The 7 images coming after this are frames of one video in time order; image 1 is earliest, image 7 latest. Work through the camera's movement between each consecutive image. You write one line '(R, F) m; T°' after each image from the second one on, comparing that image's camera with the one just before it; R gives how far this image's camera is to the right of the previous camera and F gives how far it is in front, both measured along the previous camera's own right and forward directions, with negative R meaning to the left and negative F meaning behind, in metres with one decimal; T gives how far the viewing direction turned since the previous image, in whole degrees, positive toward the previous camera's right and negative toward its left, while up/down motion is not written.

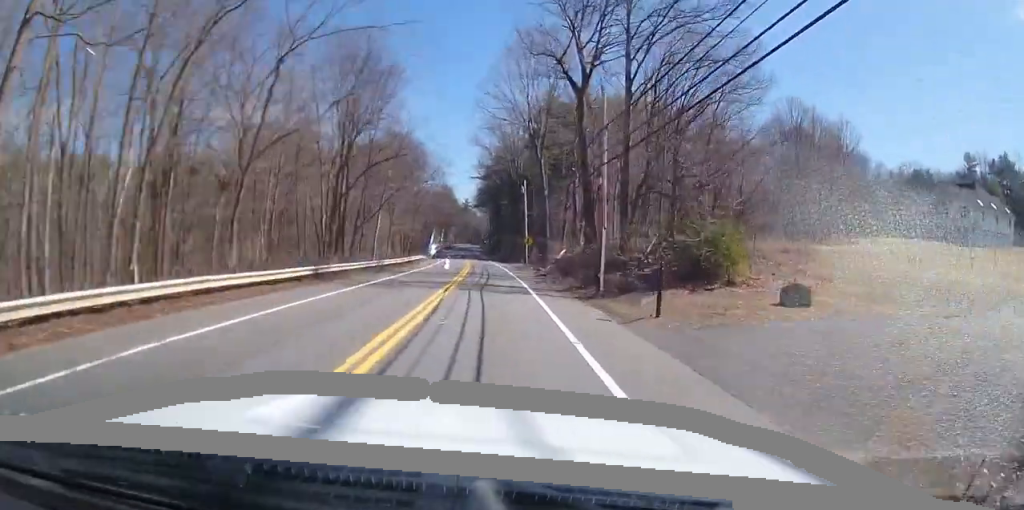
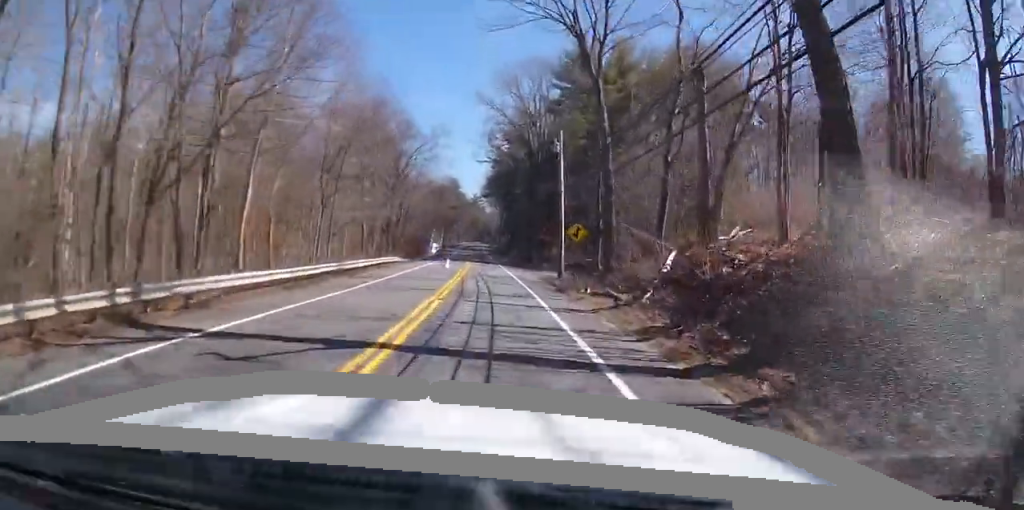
(-0.5, +28.4) m; -1°
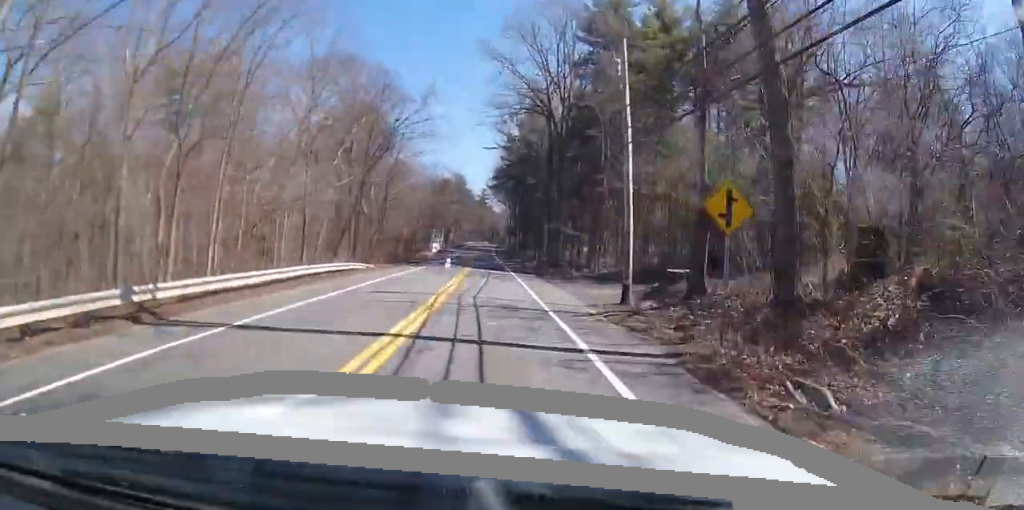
(0.0, +18.0) m; -1°
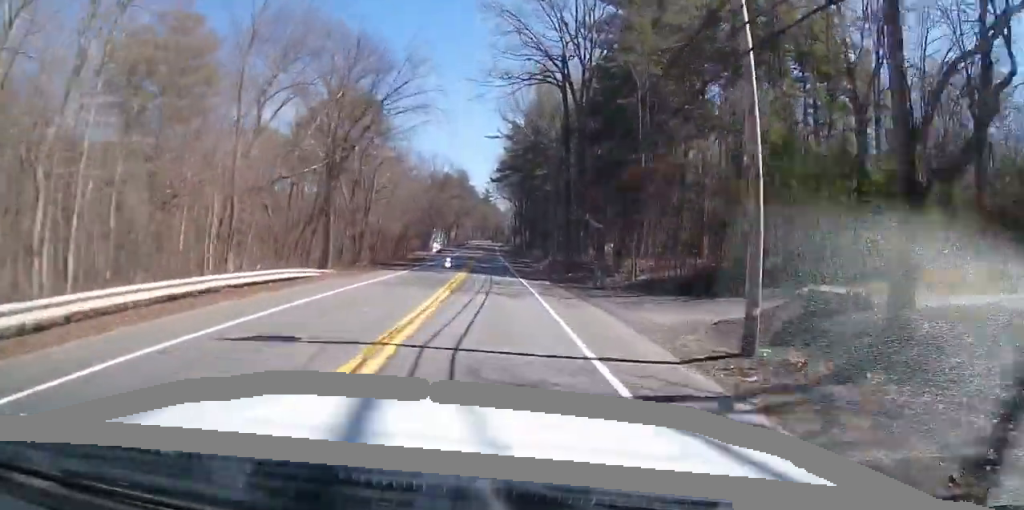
(-0.1, +10.4) m; -1°
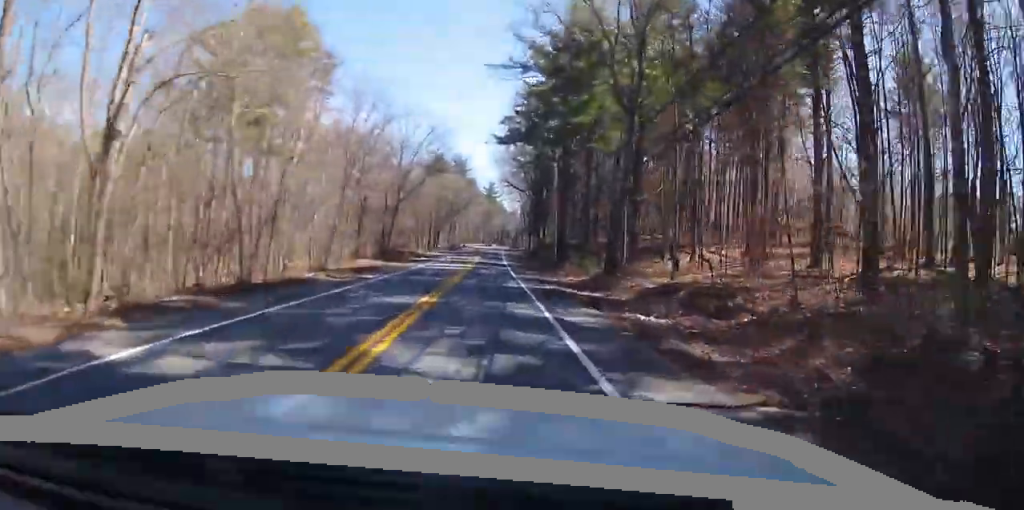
(-0.8, +42.3) m; -2°
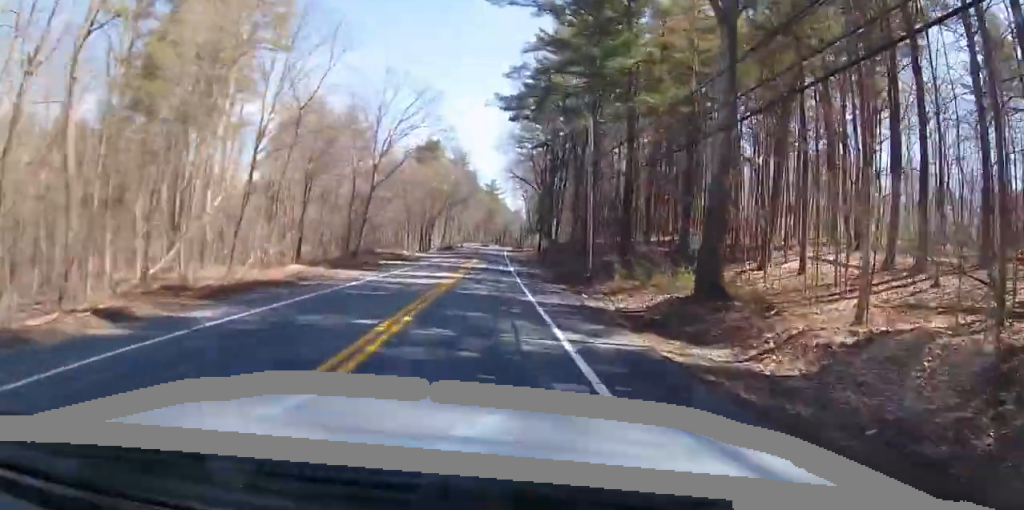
(0.0, +16.8) m; -1°
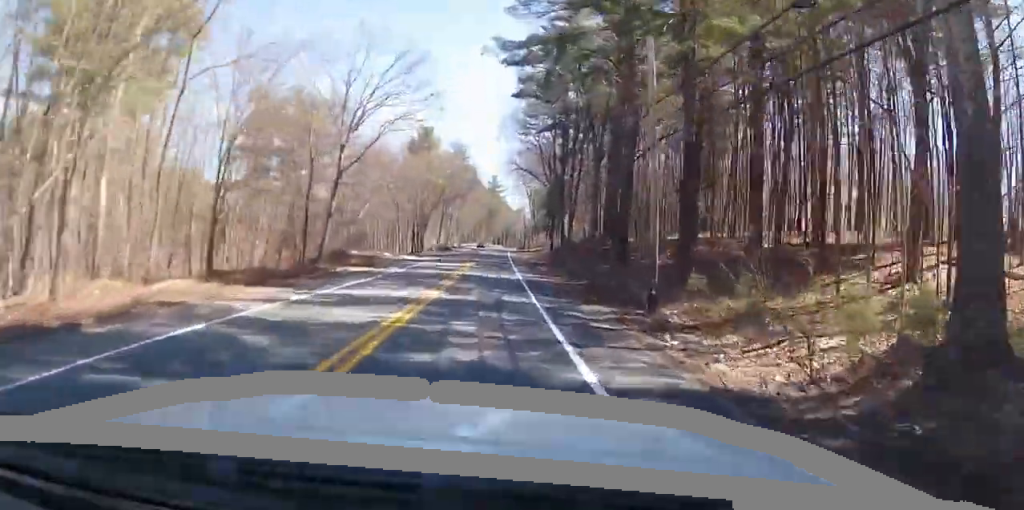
(-0.3, +12.7) m; -1°
